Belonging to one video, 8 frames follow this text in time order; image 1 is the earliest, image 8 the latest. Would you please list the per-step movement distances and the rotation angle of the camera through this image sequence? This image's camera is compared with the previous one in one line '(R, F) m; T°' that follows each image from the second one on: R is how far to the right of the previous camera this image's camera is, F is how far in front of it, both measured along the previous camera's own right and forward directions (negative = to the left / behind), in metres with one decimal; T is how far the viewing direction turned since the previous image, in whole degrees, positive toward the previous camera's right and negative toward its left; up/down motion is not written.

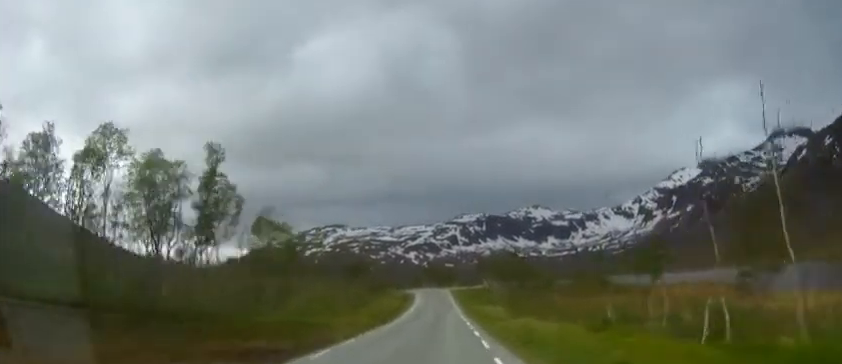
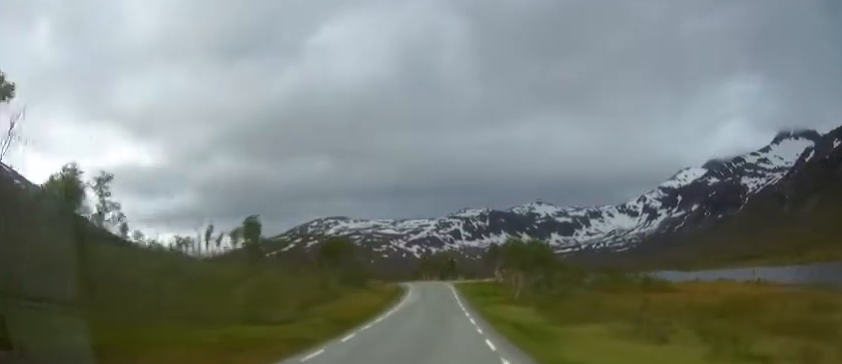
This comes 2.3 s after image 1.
(-0.6, +24.9) m; -3°
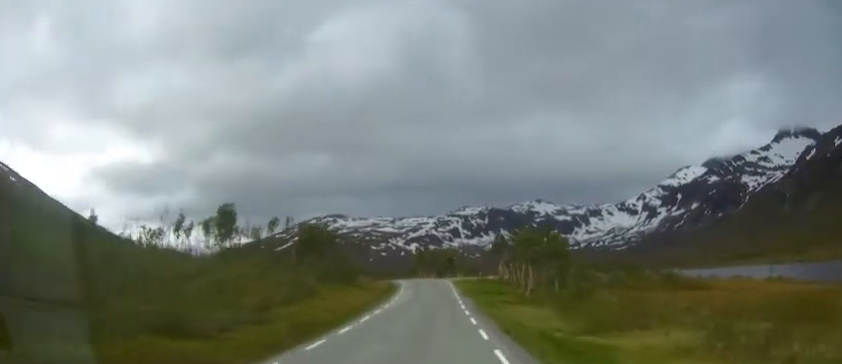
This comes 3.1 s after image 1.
(0.0, +10.6) m; 0°
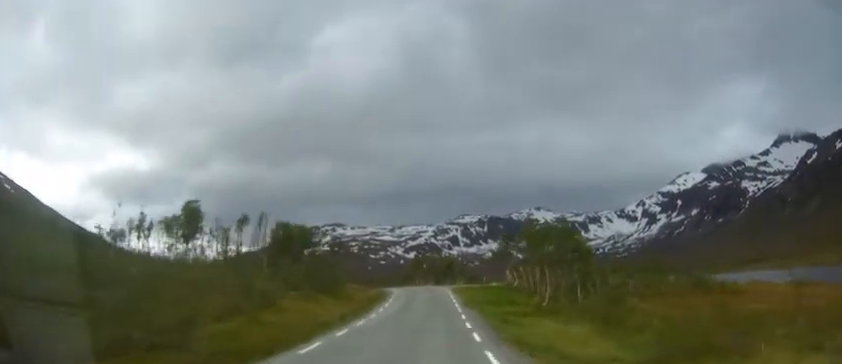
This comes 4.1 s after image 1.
(-0.1, +11.7) m; 0°
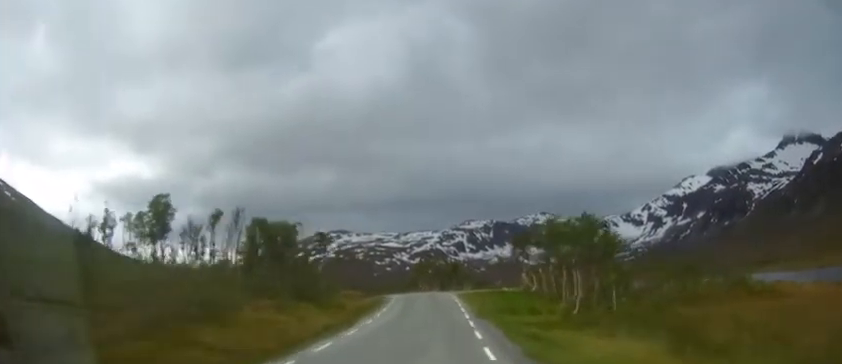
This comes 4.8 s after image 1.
(0.0, +9.9) m; 0°
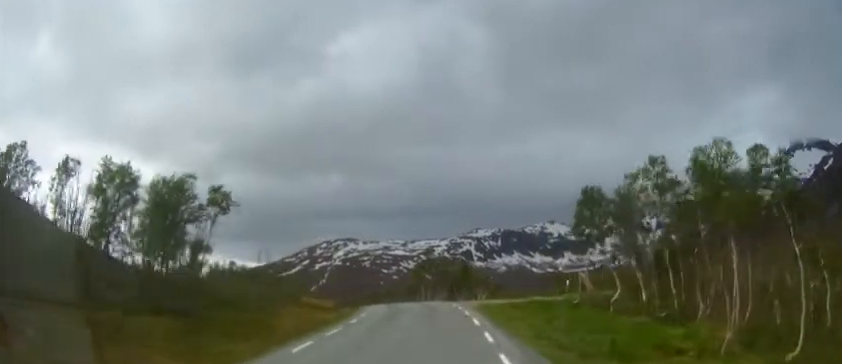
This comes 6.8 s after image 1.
(0.0, +26.3) m; 0°
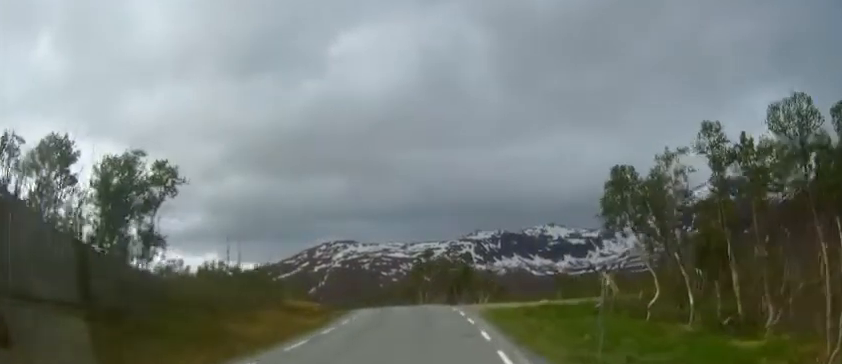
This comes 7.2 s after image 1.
(0.0, +6.0) m; 0°
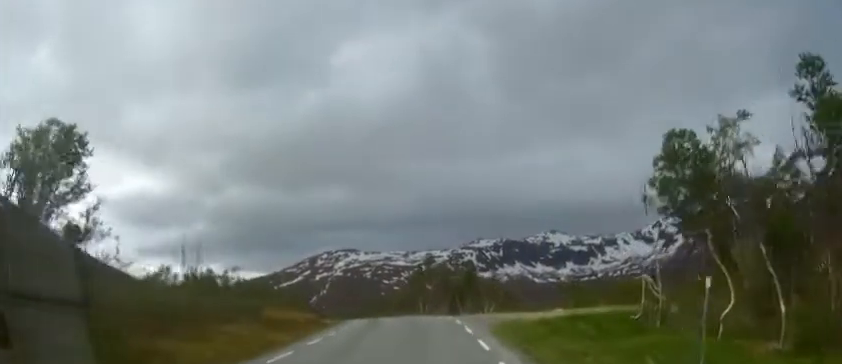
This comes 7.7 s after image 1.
(0.0, +7.0) m; 0°
